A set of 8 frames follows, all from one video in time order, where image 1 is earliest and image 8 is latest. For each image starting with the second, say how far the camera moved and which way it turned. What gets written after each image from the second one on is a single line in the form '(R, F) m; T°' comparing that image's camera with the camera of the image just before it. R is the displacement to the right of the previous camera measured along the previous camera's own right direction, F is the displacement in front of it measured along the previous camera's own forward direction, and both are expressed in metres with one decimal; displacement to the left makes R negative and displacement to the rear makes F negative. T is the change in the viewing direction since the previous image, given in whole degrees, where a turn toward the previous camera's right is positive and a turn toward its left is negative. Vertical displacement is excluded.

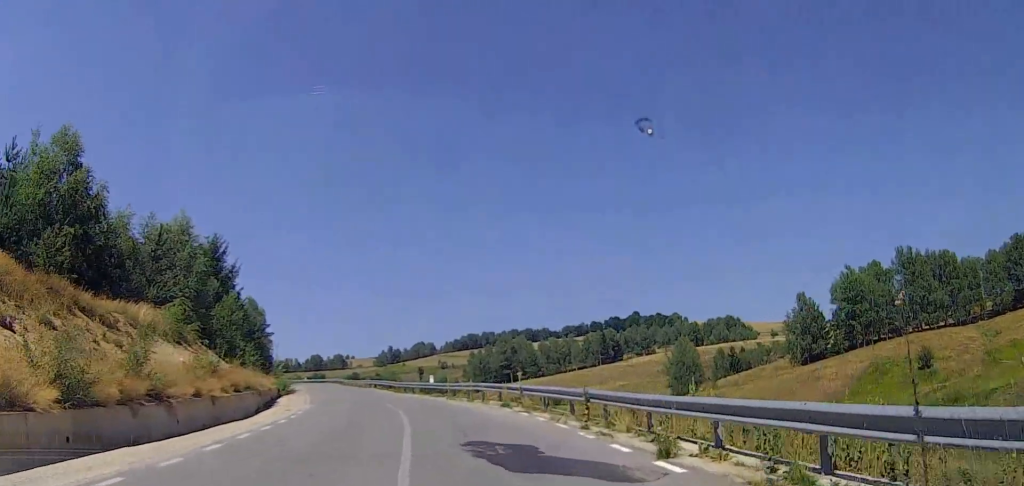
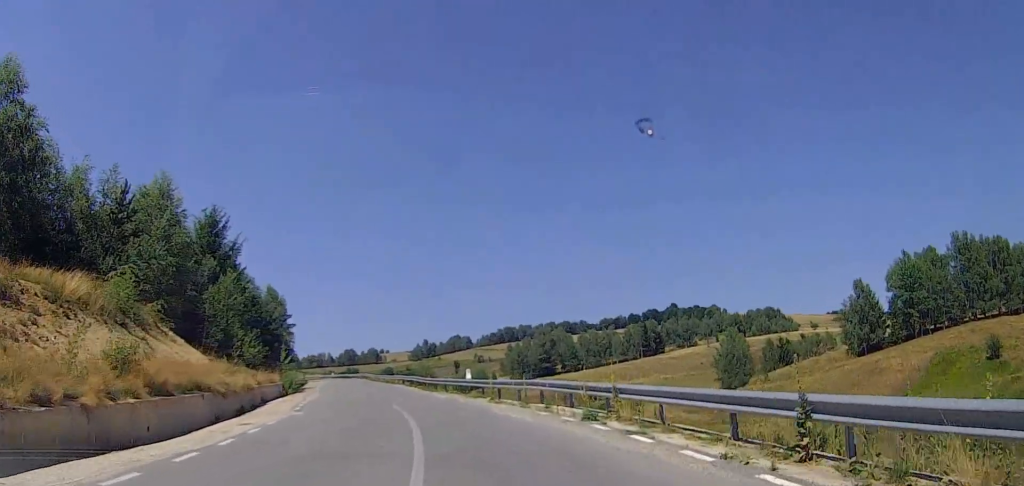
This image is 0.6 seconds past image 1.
(0.0, +8.7) m; -3°
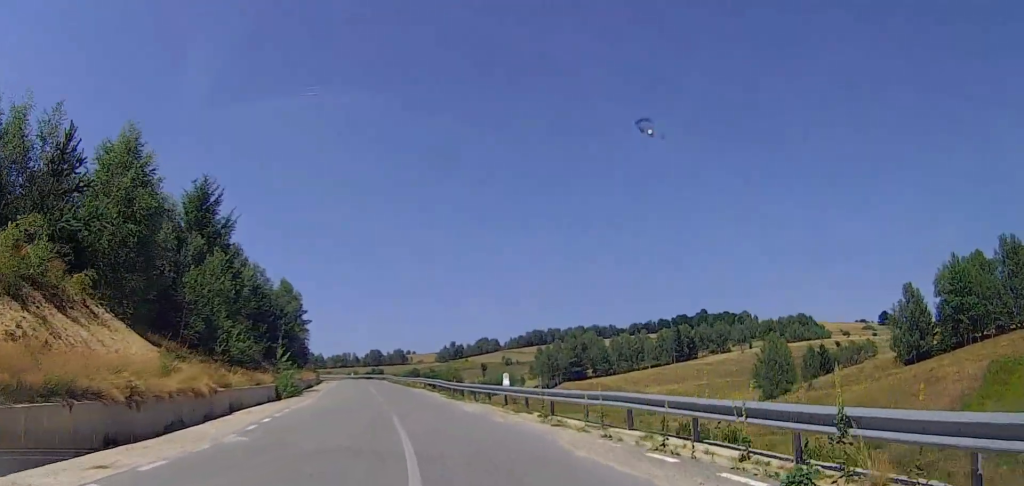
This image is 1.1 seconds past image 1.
(-0.3, +8.2) m; -2°
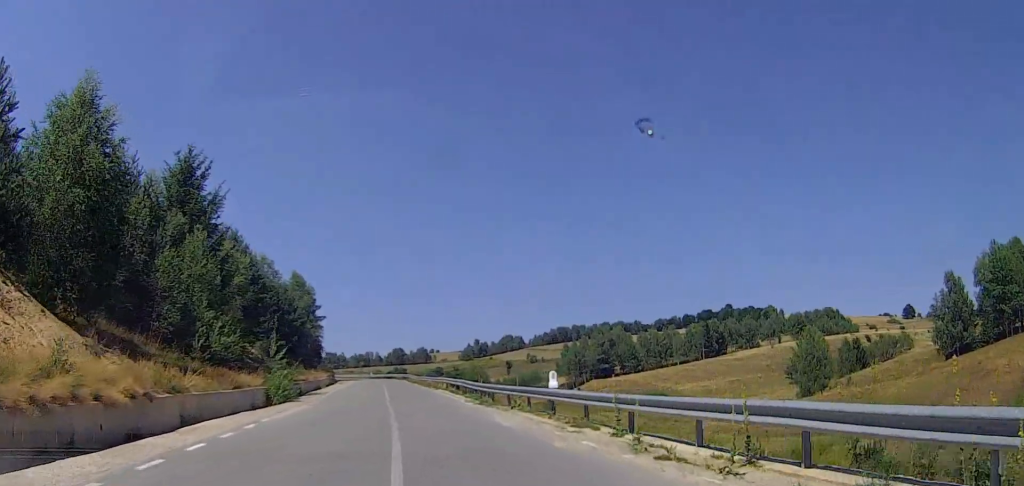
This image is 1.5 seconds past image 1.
(-0.3, +6.9) m; -1°
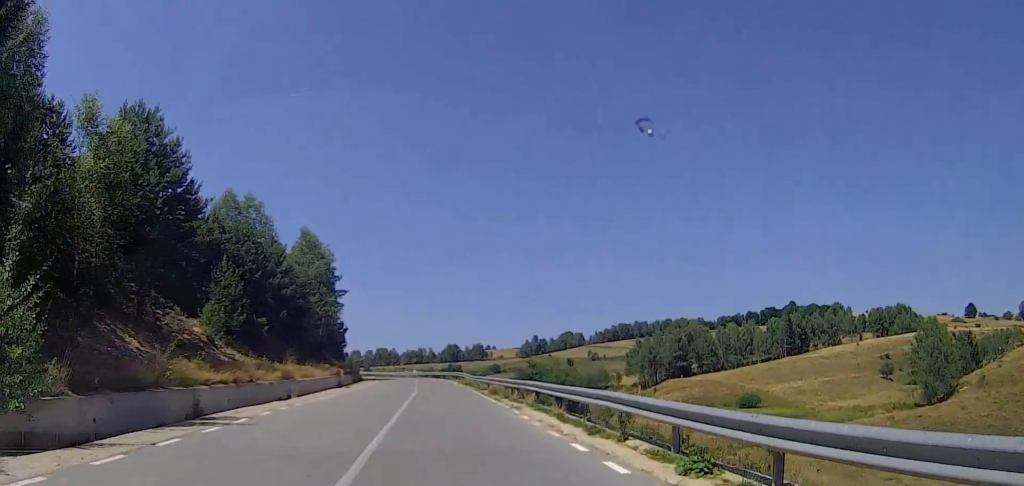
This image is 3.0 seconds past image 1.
(-1.1, +22.1) m; -8°
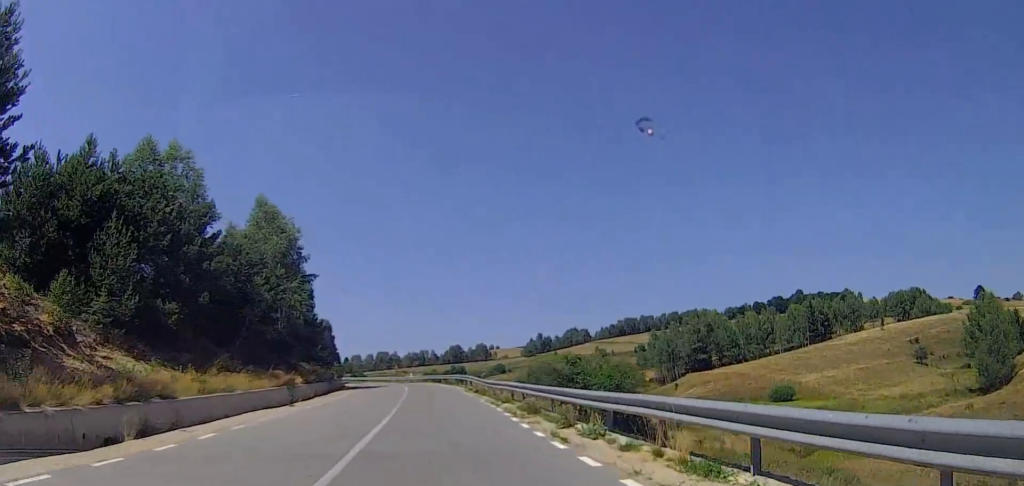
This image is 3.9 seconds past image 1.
(-0.9, +11.7) m; -5°
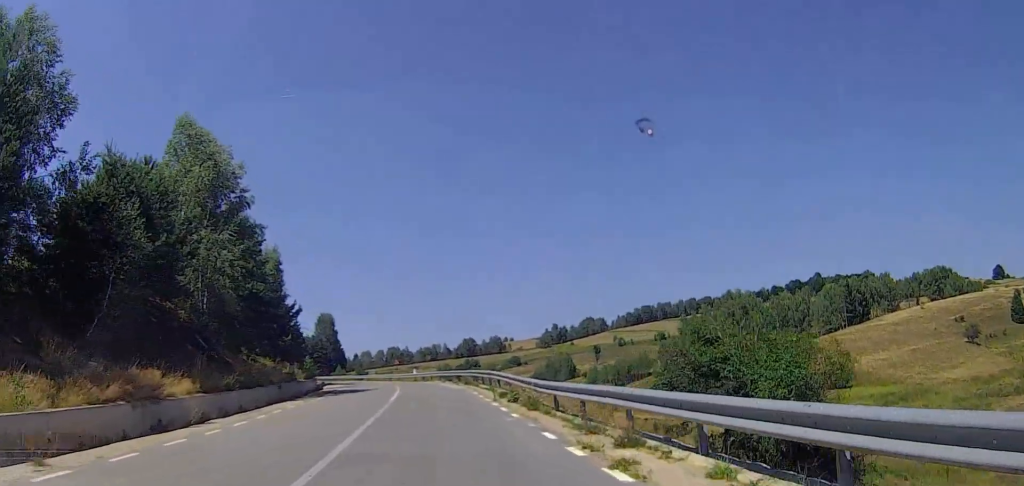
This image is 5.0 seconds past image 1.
(-0.1, +14.9) m; 0°
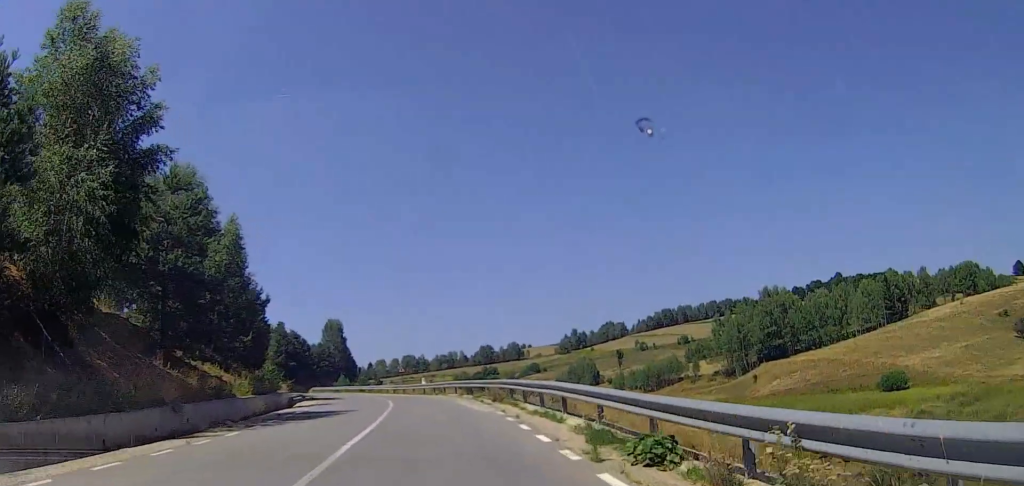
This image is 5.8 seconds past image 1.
(0.0, +12.6) m; 0°
